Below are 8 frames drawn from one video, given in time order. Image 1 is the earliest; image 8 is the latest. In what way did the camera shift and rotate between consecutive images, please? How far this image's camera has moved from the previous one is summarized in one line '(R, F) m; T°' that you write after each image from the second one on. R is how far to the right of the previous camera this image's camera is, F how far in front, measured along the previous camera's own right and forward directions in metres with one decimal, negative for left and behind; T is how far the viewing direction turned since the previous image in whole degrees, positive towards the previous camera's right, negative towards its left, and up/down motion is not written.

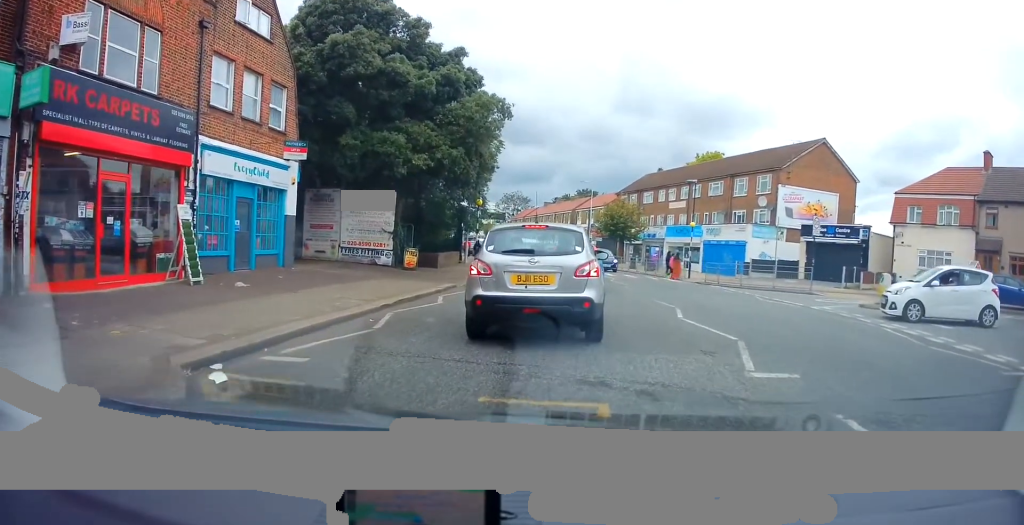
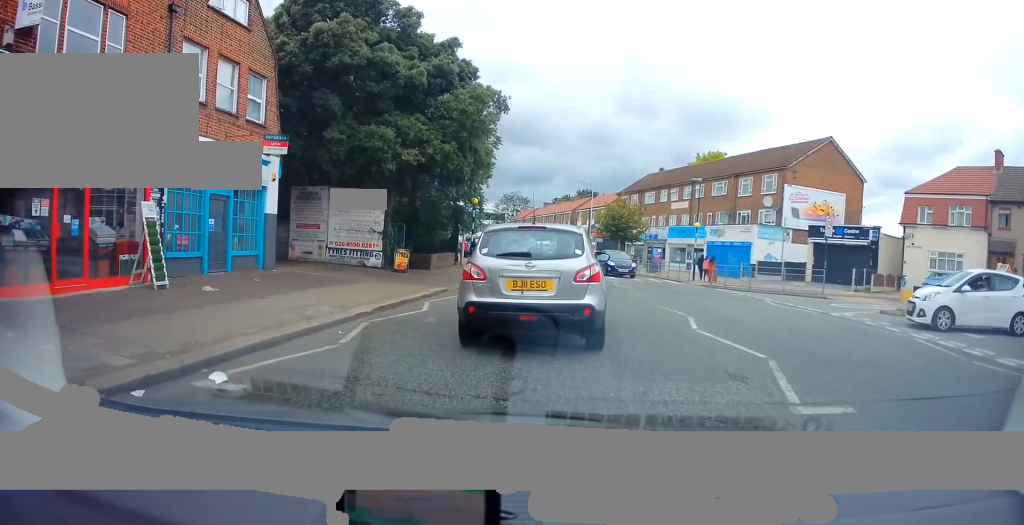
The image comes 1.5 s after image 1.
(+0.2, +1.4) m; 0°
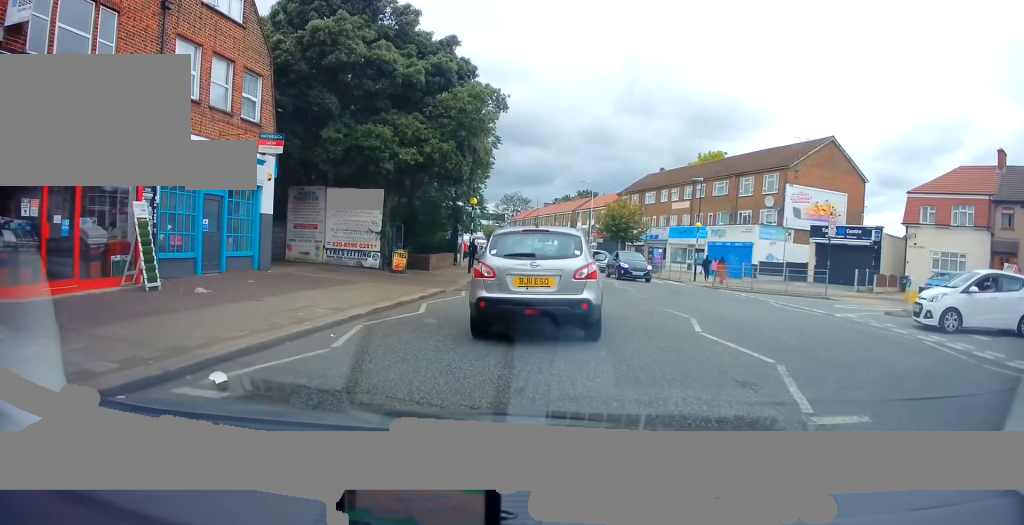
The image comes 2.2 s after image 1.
(-0.1, +0.3) m; 0°
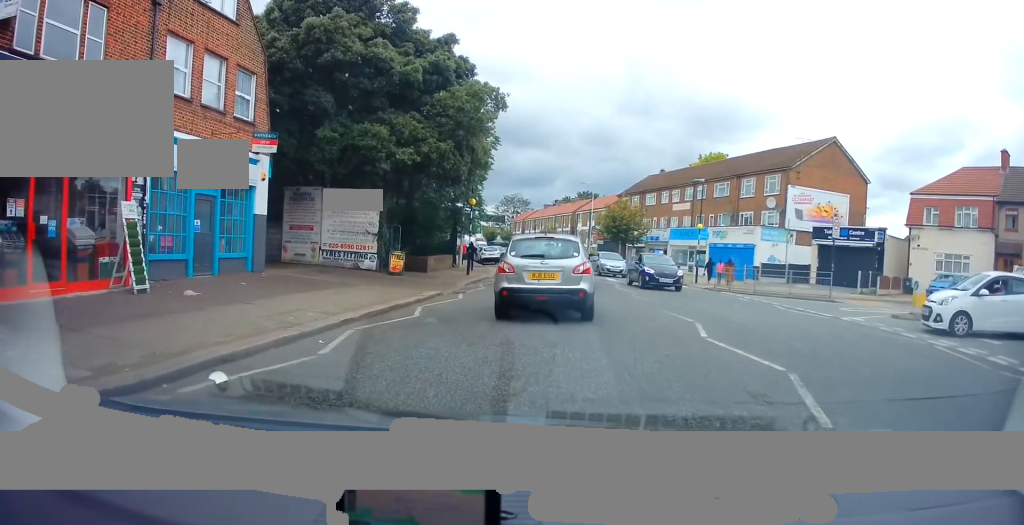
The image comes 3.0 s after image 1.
(-0.1, +0.5) m; 0°
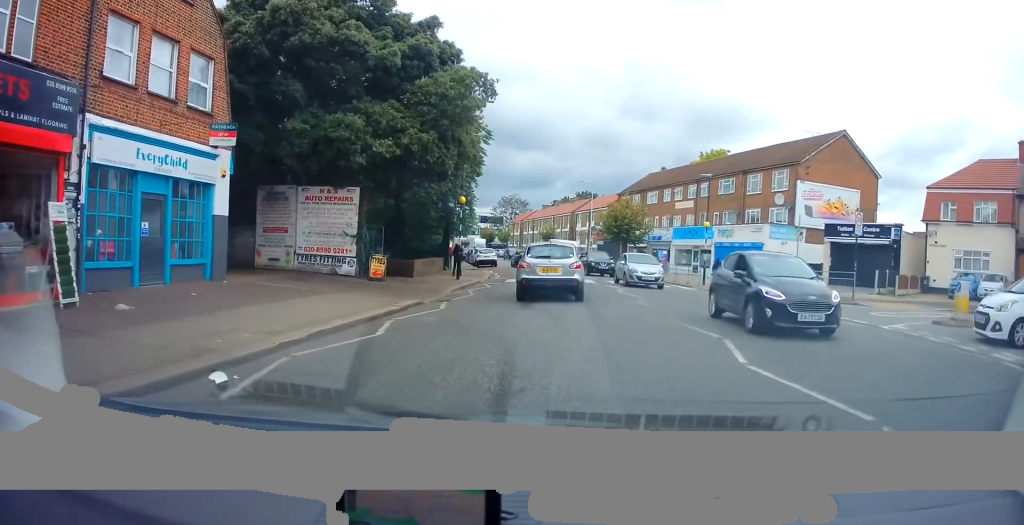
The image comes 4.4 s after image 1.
(-0.6, +2.0) m; -2°
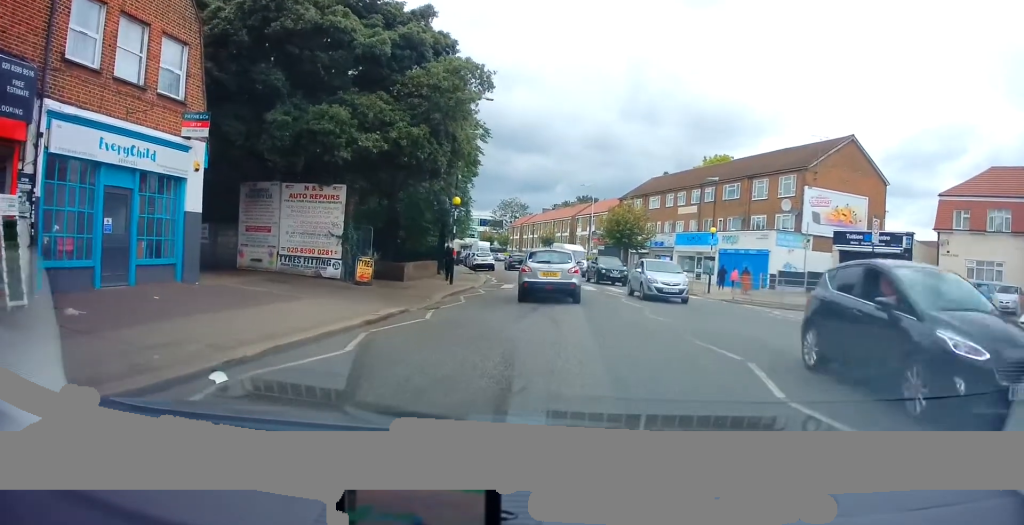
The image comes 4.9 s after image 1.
(+0.2, +1.6) m; +2°
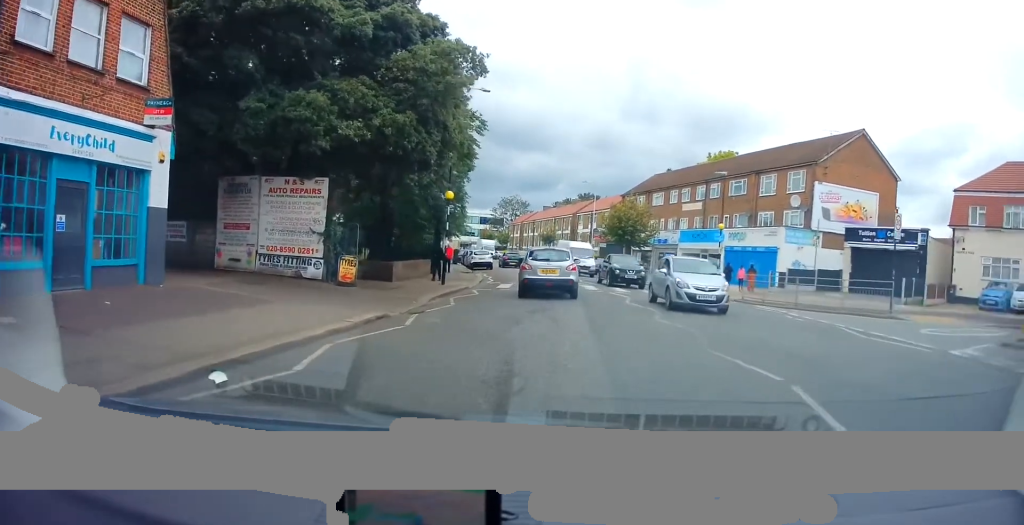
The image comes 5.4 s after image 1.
(+0.1, +1.5) m; +2°
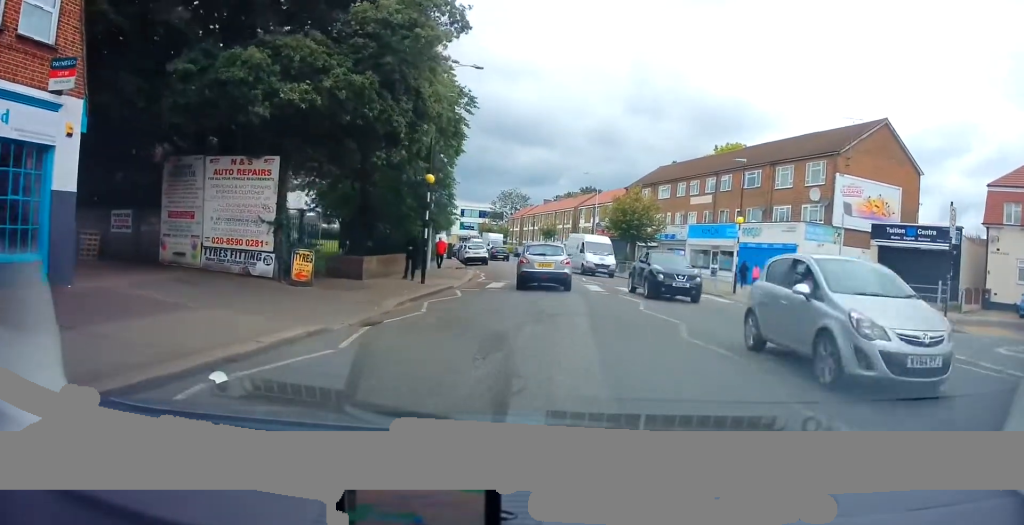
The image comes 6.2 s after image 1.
(-0.1, +3.4) m; -2°
